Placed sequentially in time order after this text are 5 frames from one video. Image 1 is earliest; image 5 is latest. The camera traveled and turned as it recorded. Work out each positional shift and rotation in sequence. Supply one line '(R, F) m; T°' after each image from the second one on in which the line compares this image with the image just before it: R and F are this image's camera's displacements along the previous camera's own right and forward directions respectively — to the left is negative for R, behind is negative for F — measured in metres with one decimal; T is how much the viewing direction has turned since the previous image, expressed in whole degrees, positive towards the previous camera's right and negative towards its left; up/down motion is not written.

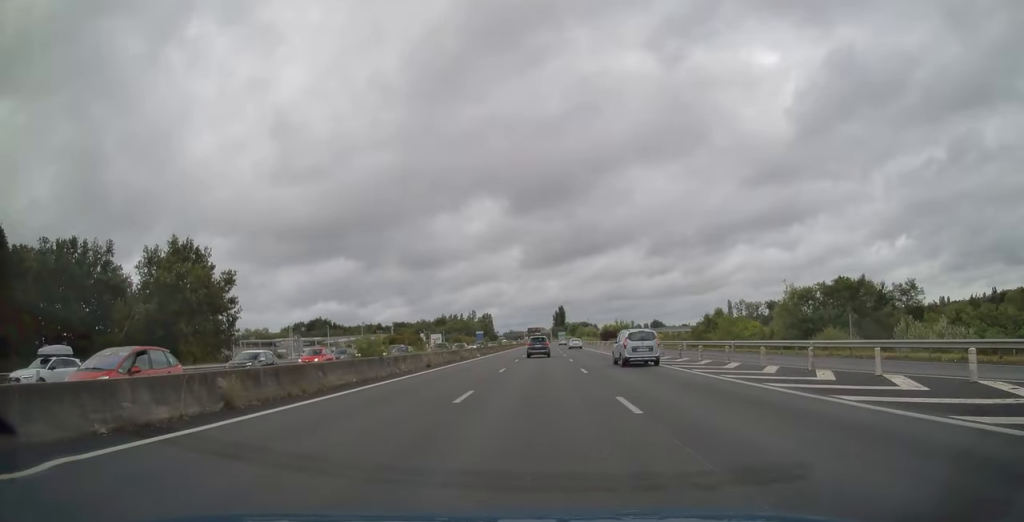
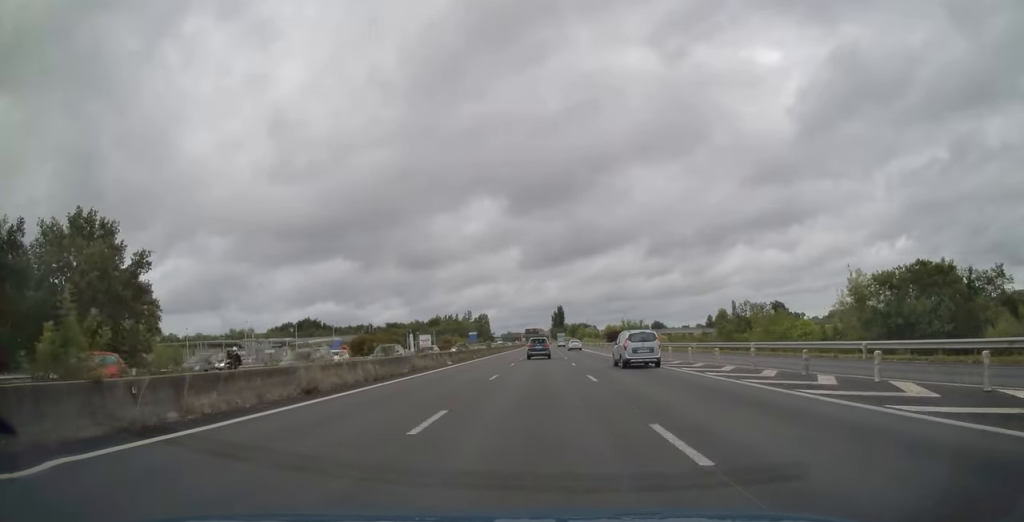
(0.0, +17.5) m; 0°
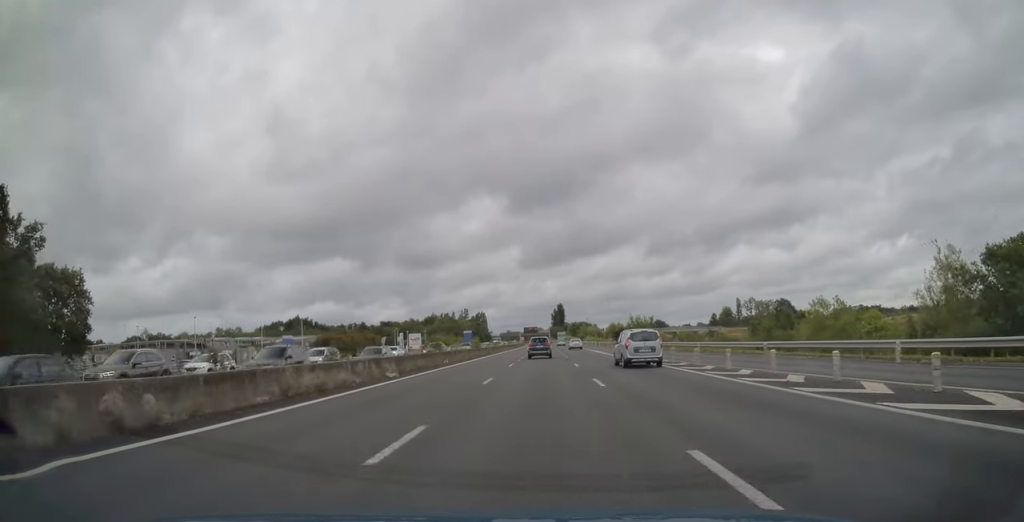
(+0.1, +15.4) m; 0°
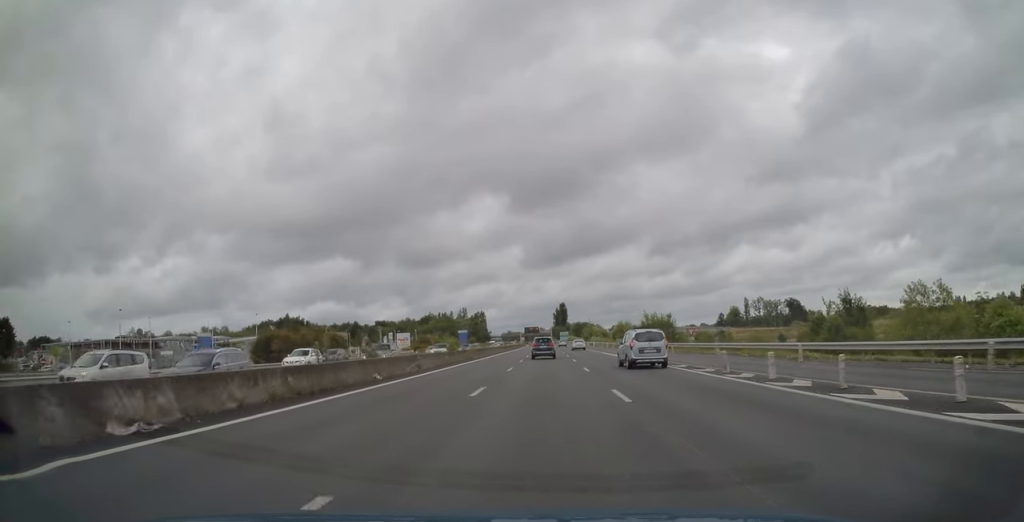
(+0.1, +17.5) m; 0°
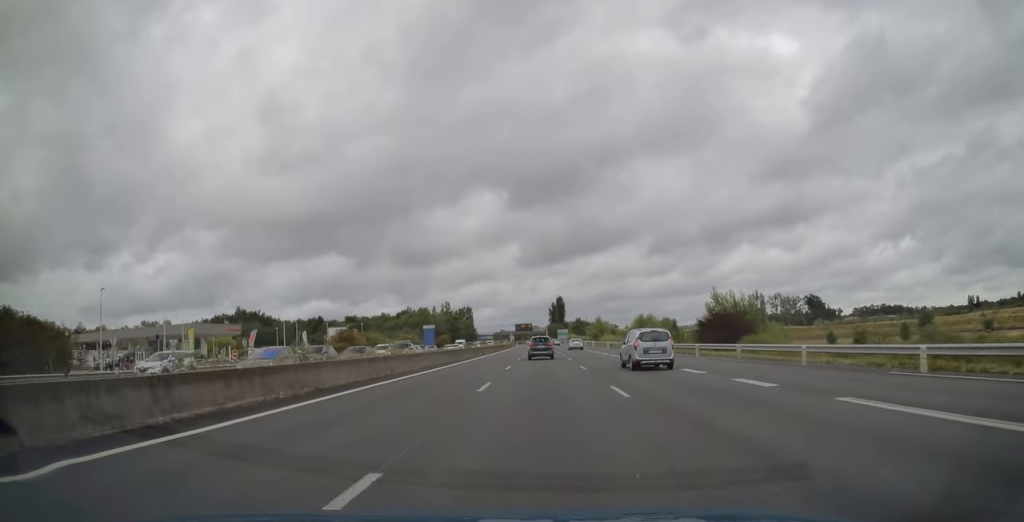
(+0.1, +51.4) m; +1°
